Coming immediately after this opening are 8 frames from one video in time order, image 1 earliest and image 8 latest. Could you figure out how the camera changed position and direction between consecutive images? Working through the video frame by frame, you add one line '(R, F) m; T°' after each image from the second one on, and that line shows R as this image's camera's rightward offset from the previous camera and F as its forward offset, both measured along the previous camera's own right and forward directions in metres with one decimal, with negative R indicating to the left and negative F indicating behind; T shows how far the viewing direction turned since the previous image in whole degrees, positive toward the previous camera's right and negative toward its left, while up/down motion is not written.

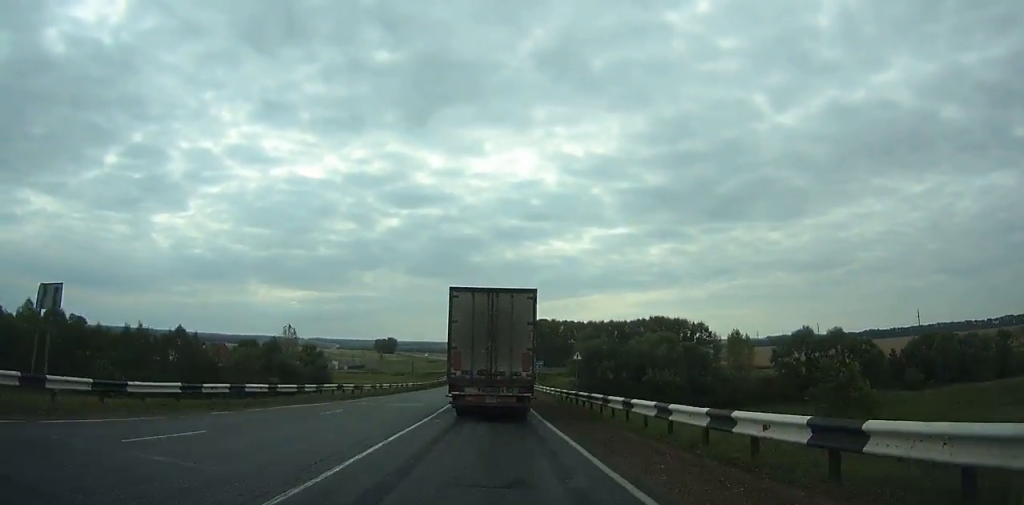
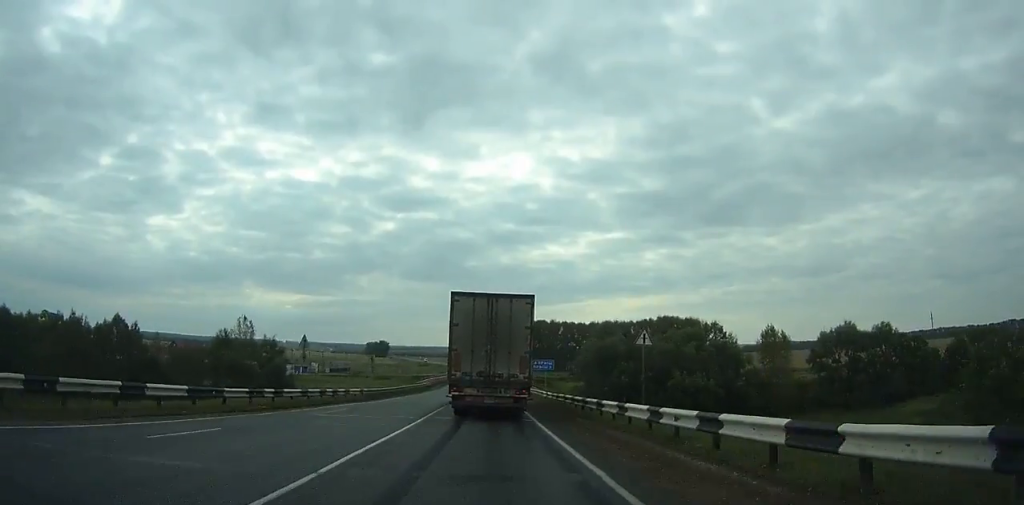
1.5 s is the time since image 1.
(-0.1, +20.2) m; 0°
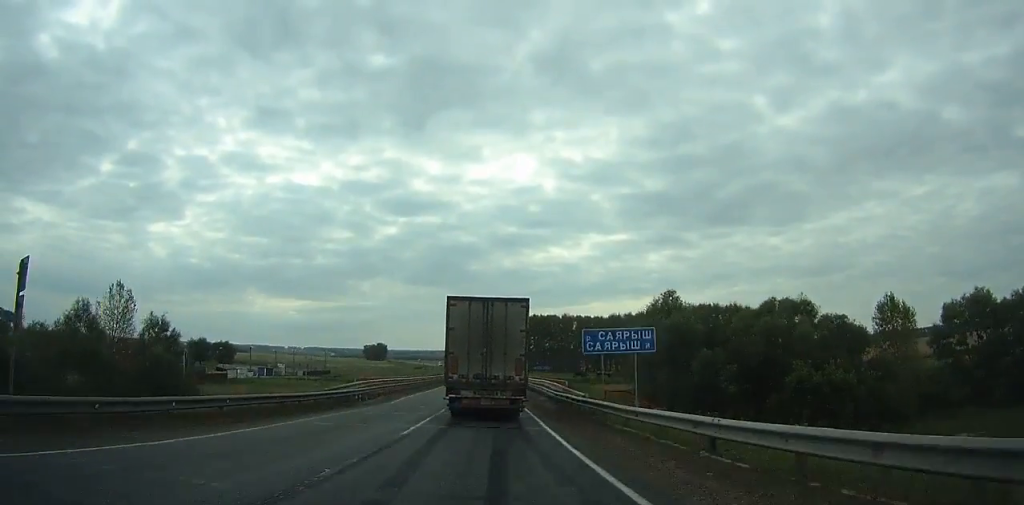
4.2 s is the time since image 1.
(0.0, +37.4) m; 0°
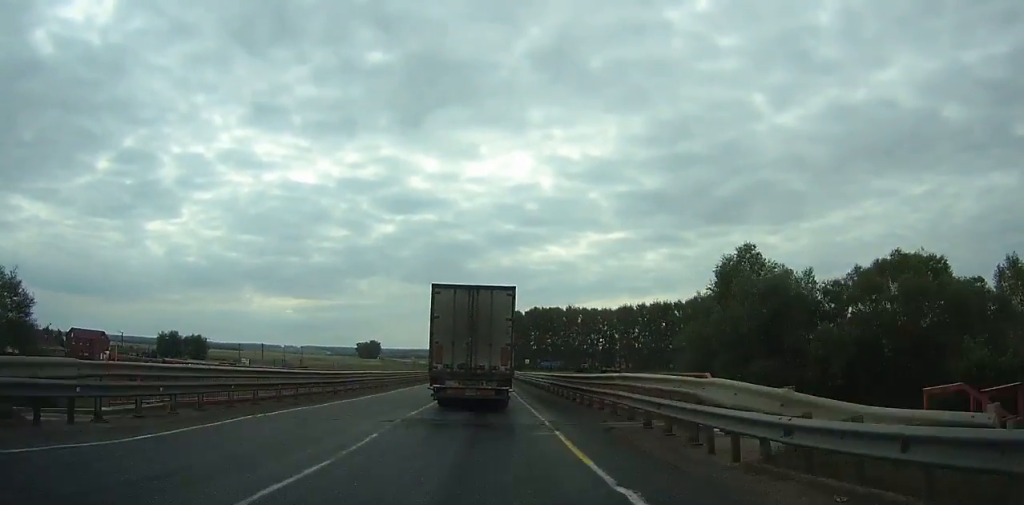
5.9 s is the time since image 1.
(0.0, +24.0) m; 0°
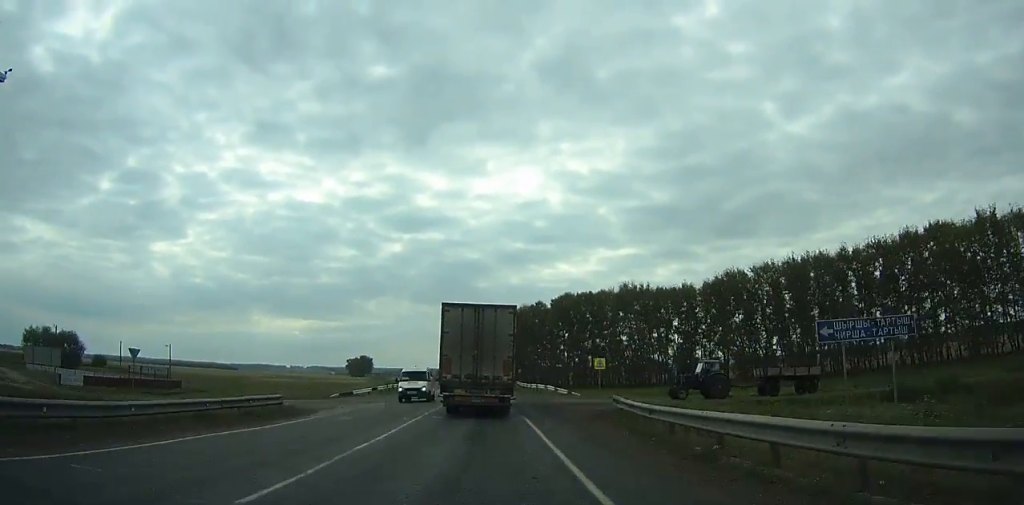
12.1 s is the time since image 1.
(-0.9, +89.3) m; -1°
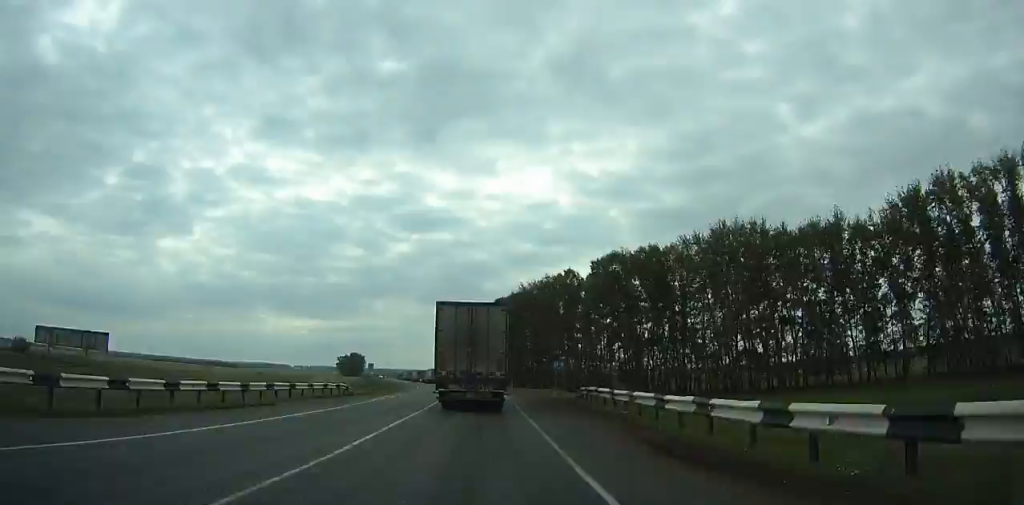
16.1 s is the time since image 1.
(-0.2, +59.6) m; -1°
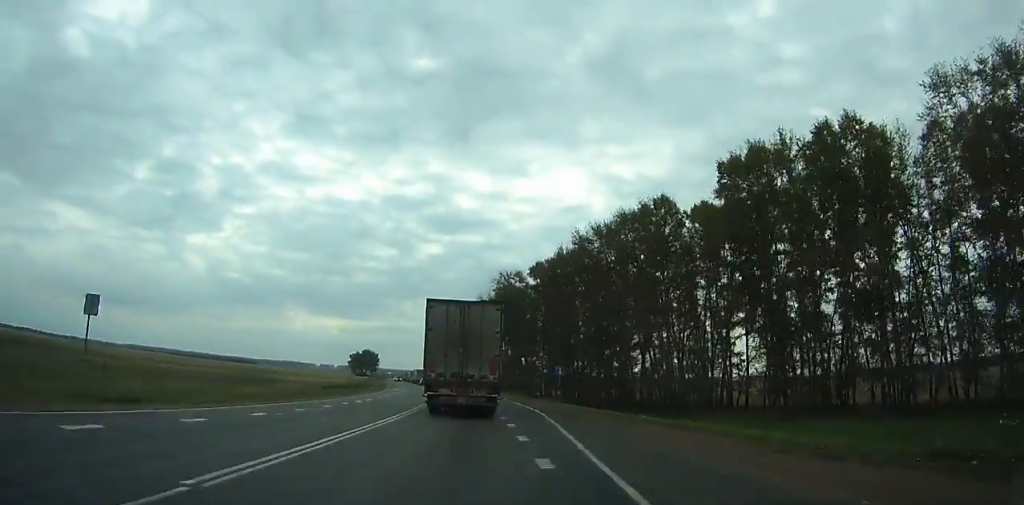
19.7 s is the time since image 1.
(-0.5, +54.6) m; -2°
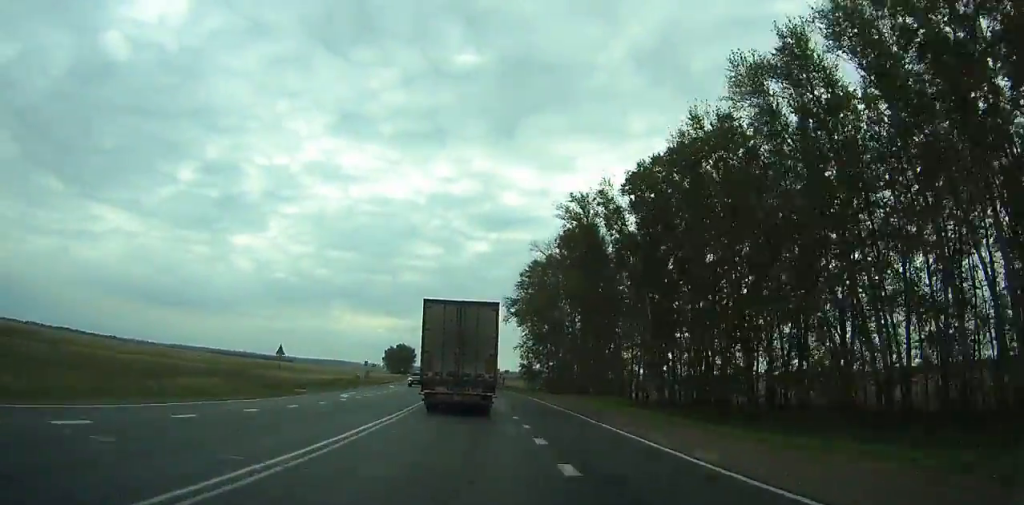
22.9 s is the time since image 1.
(-1.4, +48.8) m; -4°
